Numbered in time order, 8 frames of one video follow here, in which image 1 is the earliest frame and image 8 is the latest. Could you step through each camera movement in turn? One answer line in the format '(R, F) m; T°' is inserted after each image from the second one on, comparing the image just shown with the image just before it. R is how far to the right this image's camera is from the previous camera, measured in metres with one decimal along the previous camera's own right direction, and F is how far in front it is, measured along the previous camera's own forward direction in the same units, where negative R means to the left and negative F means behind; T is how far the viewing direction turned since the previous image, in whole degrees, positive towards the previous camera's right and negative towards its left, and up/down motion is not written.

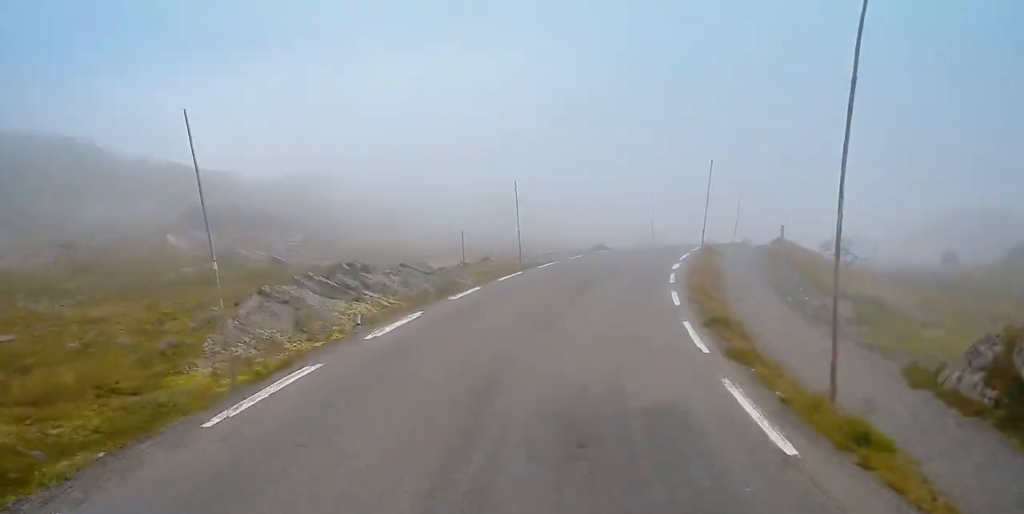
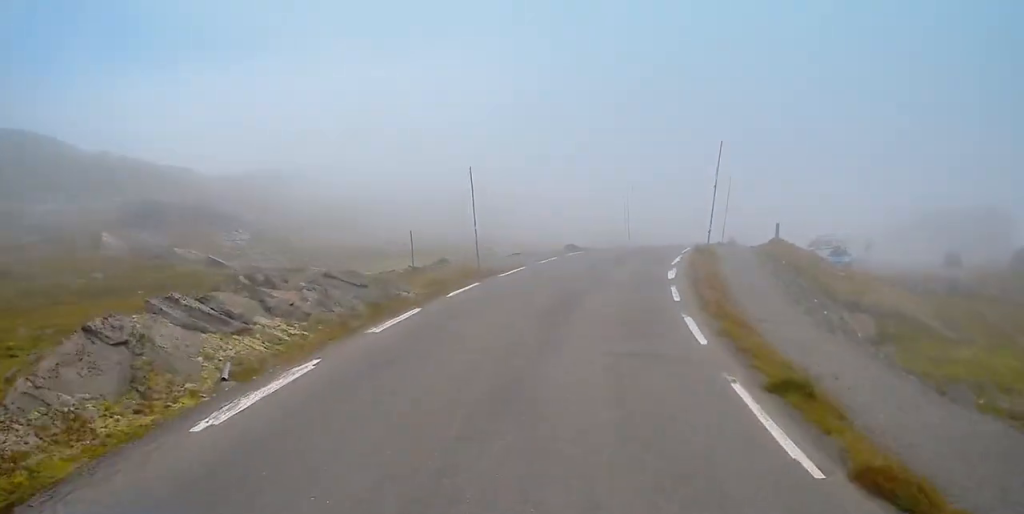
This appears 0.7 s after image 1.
(+0.4, +6.2) m; +5°
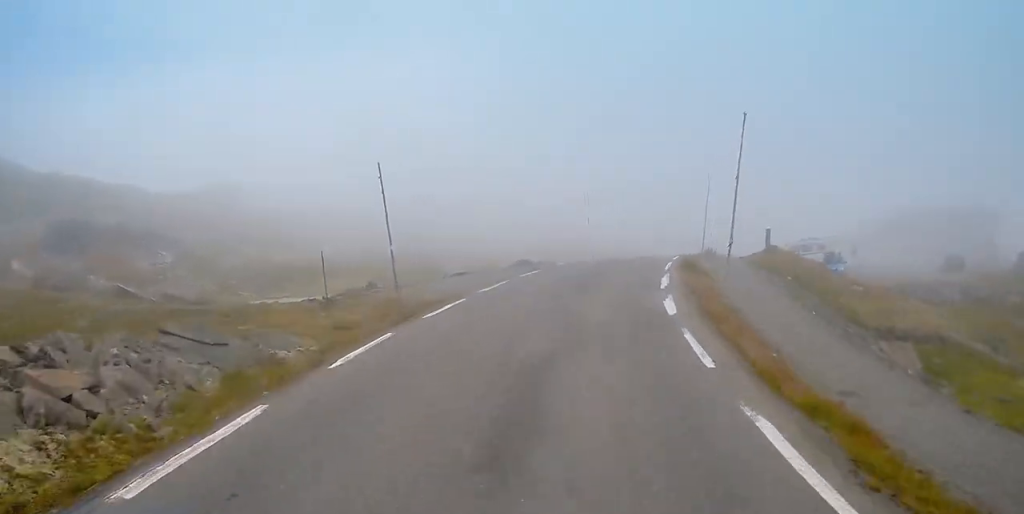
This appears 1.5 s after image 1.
(+0.4, +7.5) m; +5°
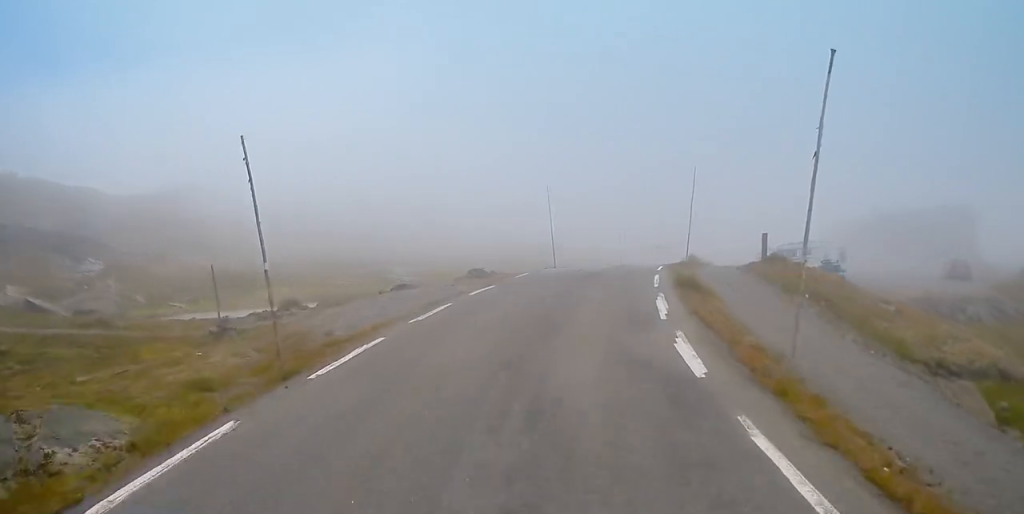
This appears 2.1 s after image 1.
(+0.2, +6.4) m; +4°
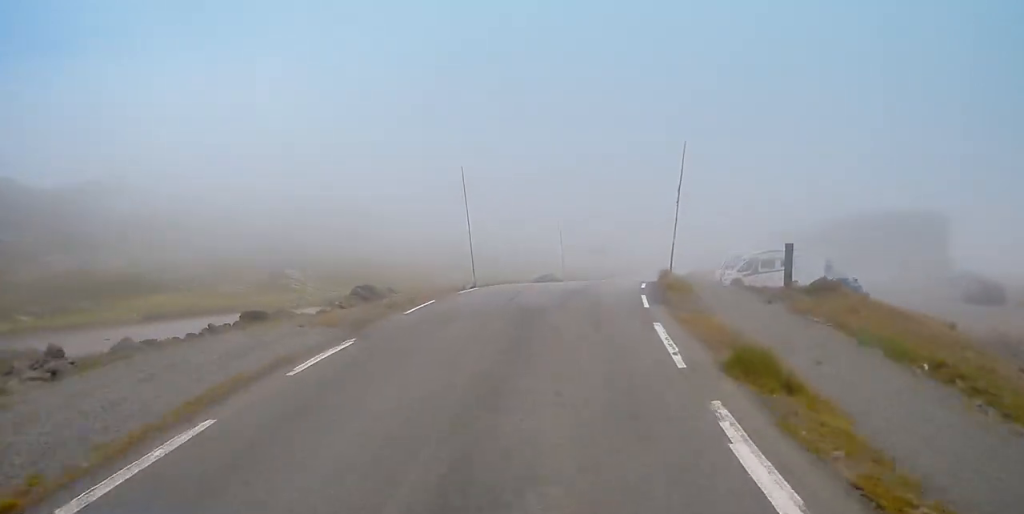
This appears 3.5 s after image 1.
(+0.5, +11.6) m; +2°
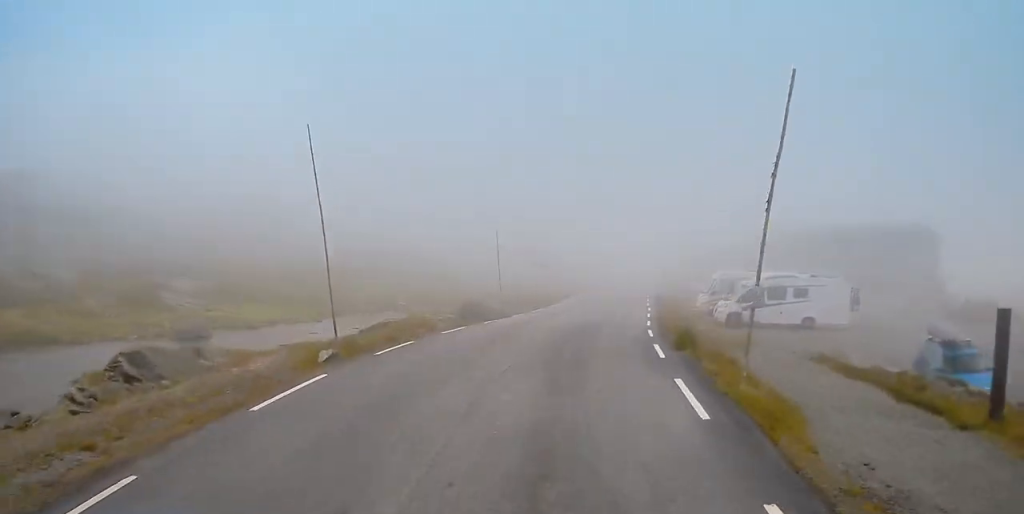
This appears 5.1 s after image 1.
(0.0, +13.6) m; +4°
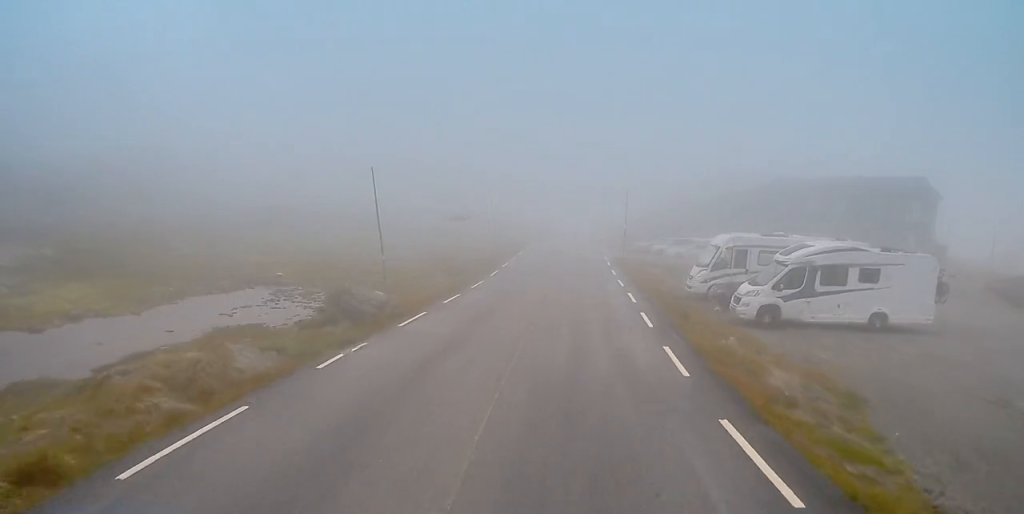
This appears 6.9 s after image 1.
(+1.0, +15.0) m; +4°
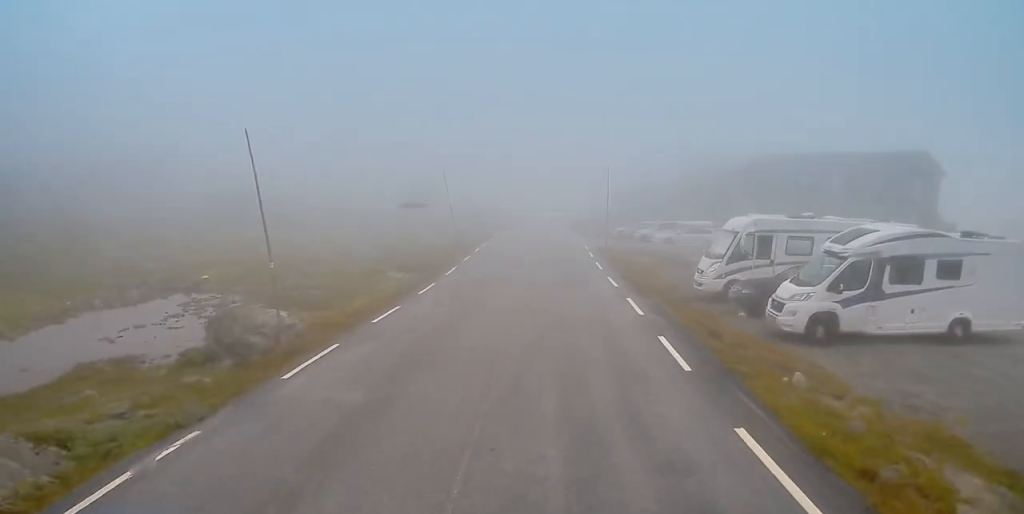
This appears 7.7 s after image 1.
(0.0, +7.1) m; 0°
